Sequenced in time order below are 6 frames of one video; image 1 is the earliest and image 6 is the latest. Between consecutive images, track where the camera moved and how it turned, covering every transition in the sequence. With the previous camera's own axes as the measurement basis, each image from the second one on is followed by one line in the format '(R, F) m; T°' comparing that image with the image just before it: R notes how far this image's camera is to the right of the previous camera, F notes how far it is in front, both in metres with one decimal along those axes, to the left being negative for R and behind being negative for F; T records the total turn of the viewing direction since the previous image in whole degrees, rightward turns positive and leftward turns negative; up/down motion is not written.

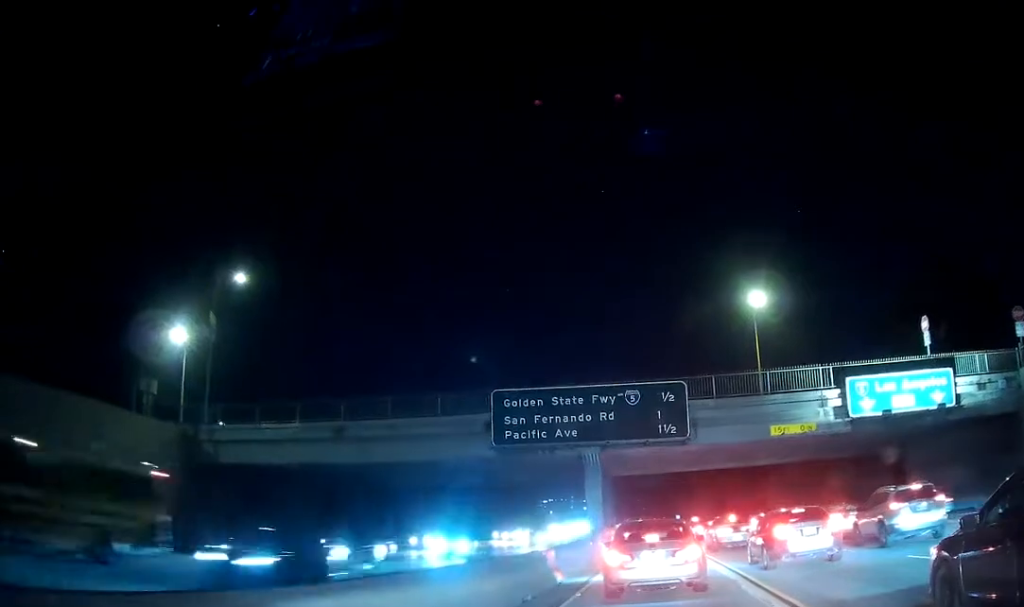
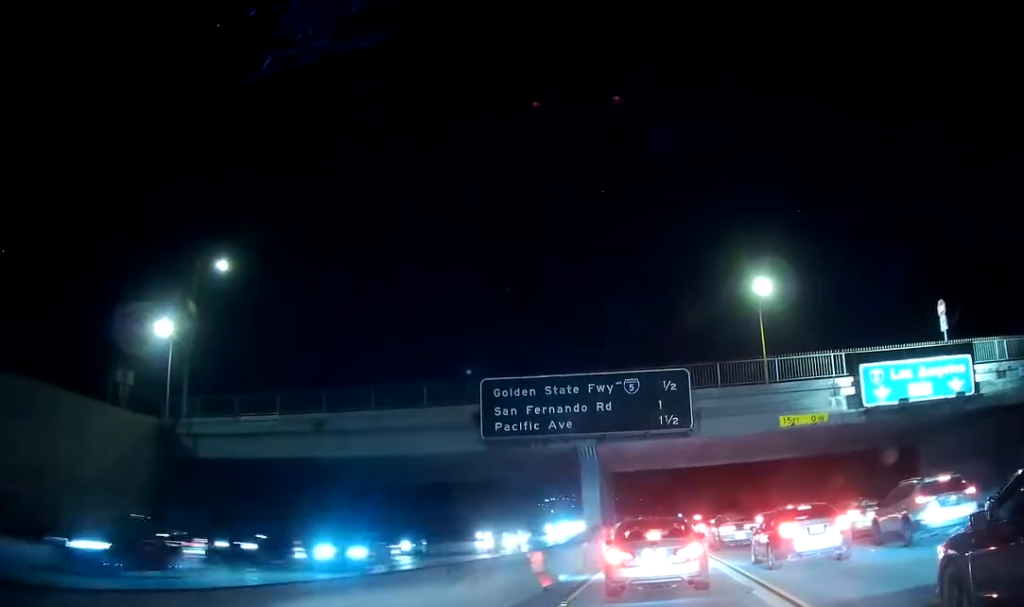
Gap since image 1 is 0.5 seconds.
(0.0, +2.1) m; 0°
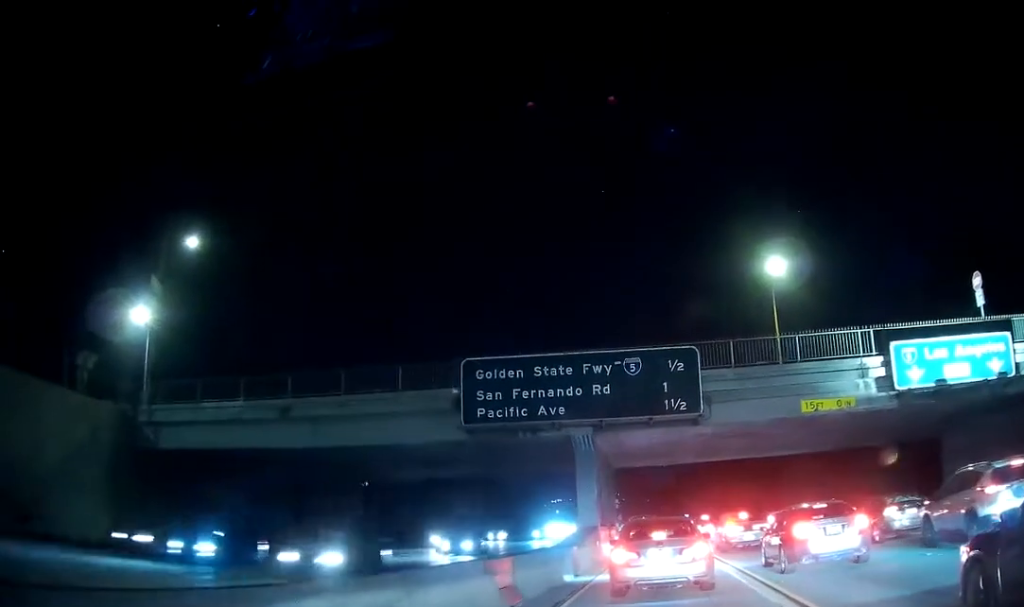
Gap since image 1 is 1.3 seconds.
(0.0, +4.0) m; +2°
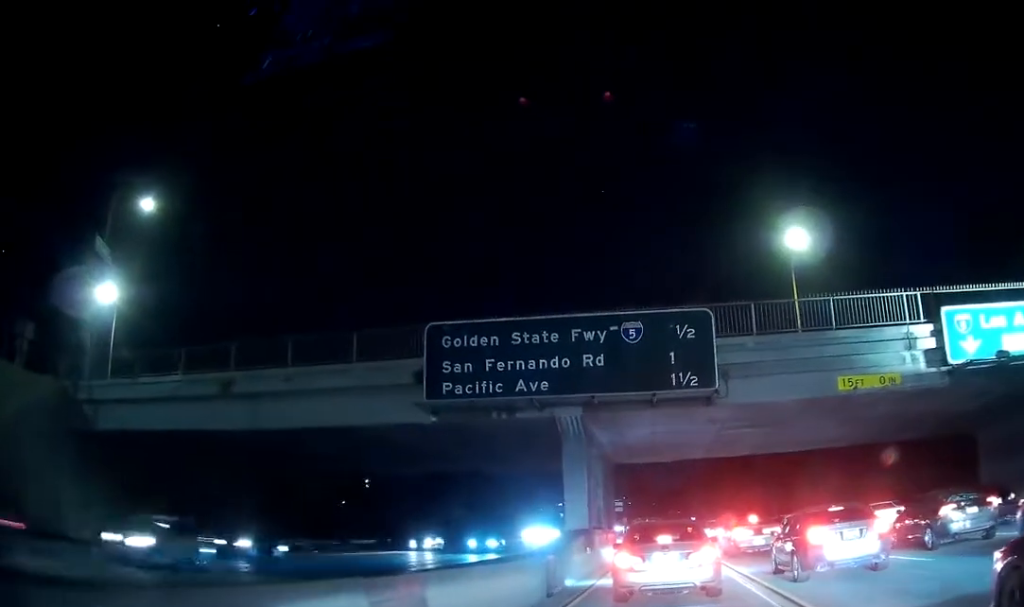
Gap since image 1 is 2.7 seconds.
(+0.1, +5.9) m; +1°
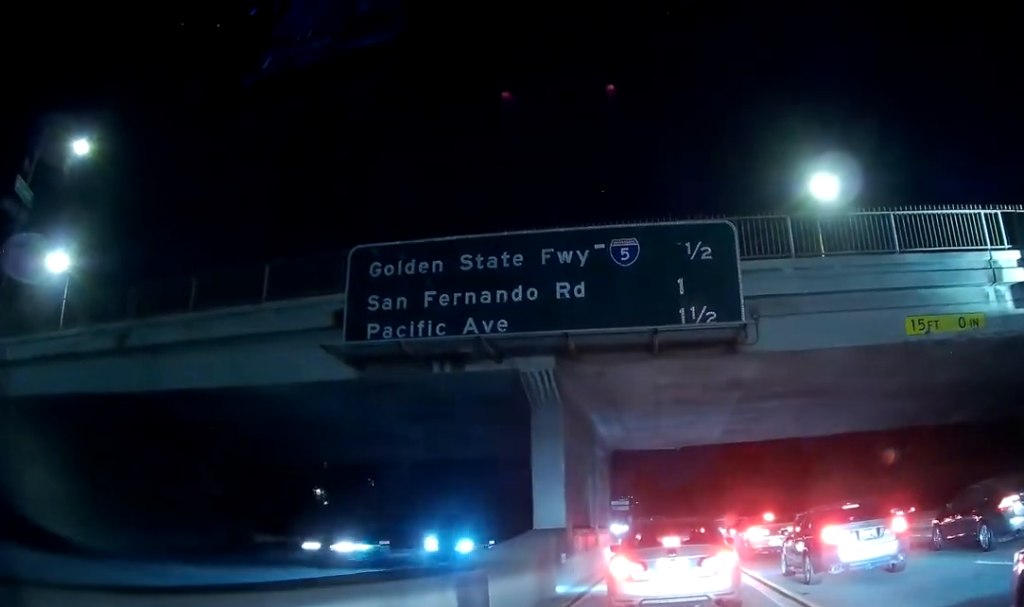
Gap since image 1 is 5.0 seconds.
(+0.4, +8.1) m; +7°
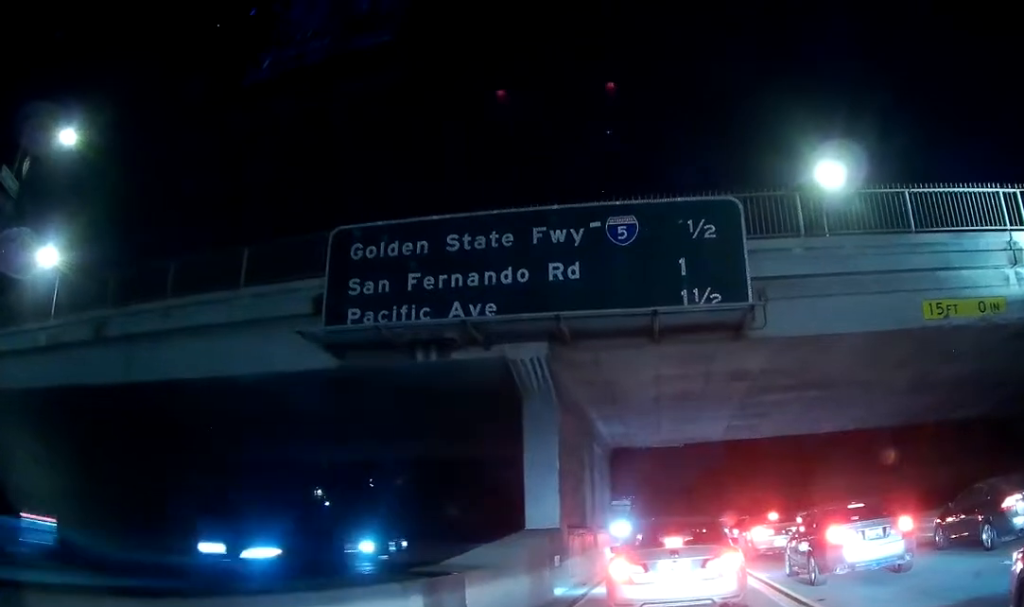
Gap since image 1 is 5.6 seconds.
(0.0, +1.4) m; 0°
